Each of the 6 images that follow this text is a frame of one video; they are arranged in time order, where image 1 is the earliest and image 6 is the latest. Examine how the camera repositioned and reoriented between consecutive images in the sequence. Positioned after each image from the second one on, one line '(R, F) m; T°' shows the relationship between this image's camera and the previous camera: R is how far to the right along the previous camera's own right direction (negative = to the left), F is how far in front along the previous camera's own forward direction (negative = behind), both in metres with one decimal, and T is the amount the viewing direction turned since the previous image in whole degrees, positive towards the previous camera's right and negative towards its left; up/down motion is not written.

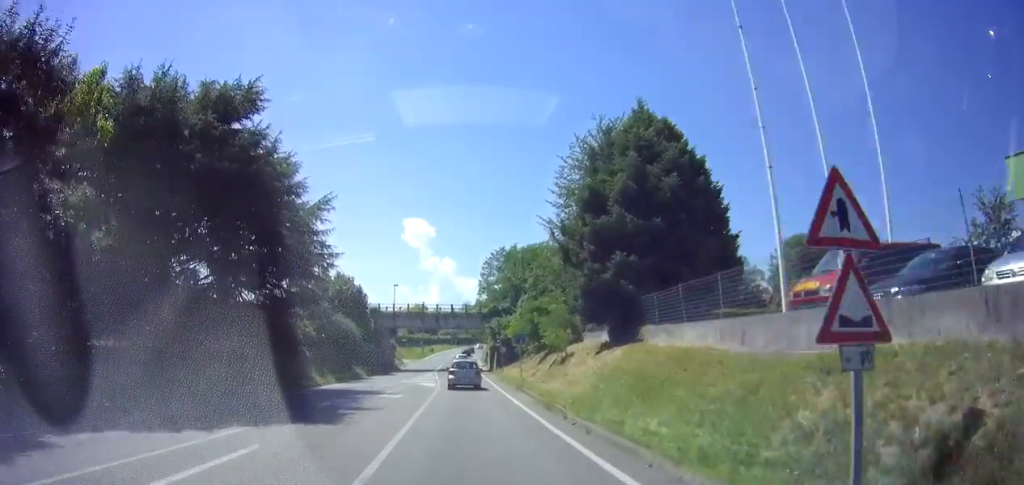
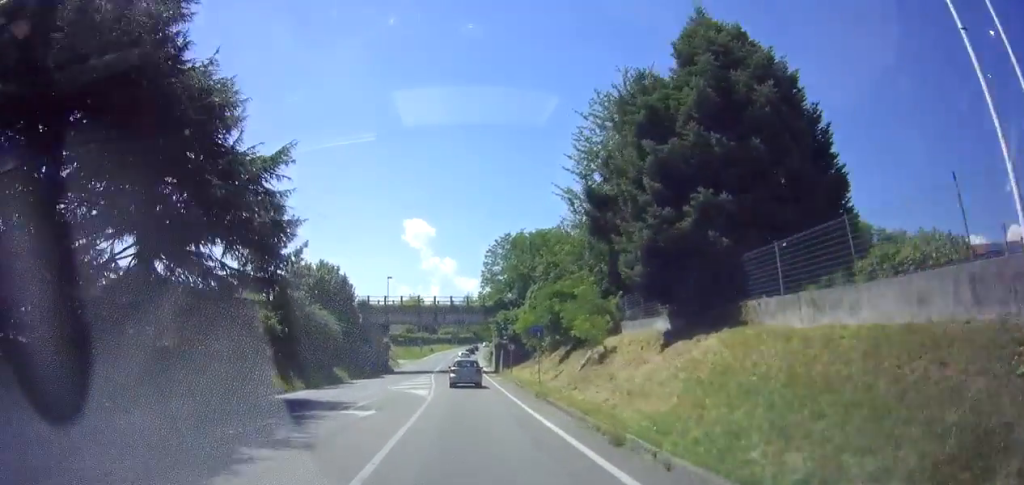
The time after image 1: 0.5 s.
(0.0, +6.8) m; 0°
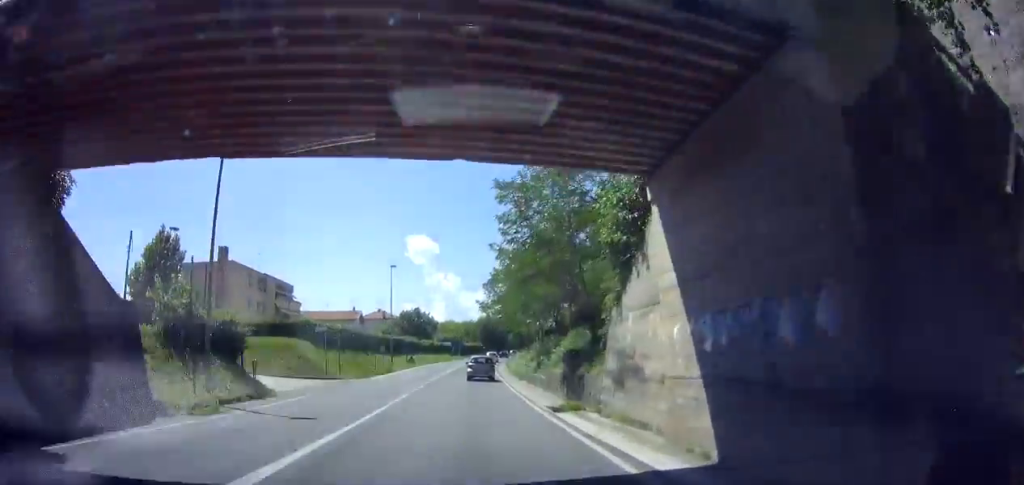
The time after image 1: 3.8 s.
(-0.3, +44.8) m; +1°
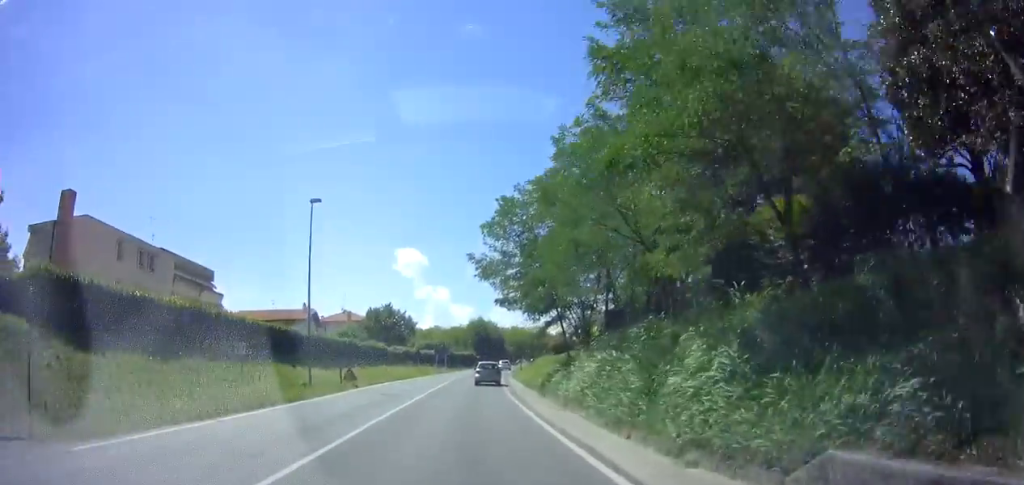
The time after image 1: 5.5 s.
(+0.3, +26.3) m; 0°
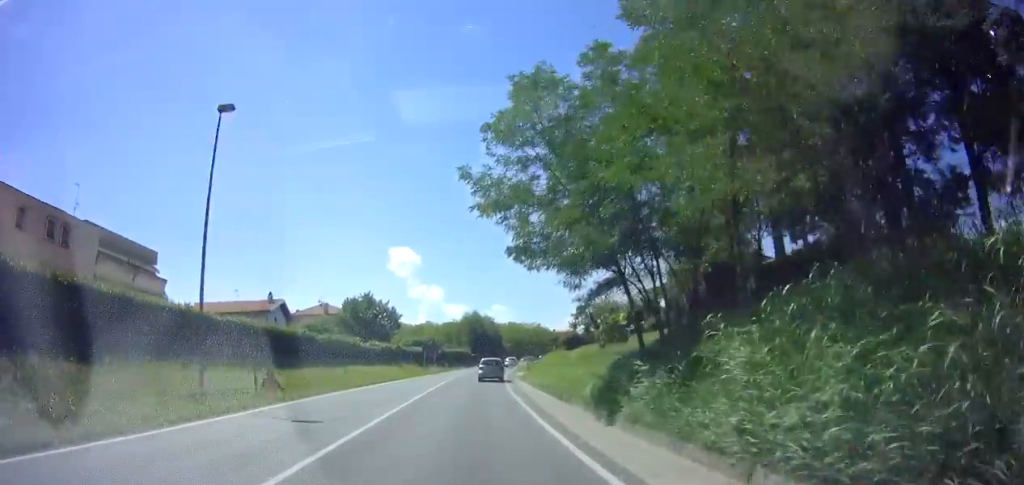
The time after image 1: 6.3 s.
(-0.2, +11.5) m; 0°
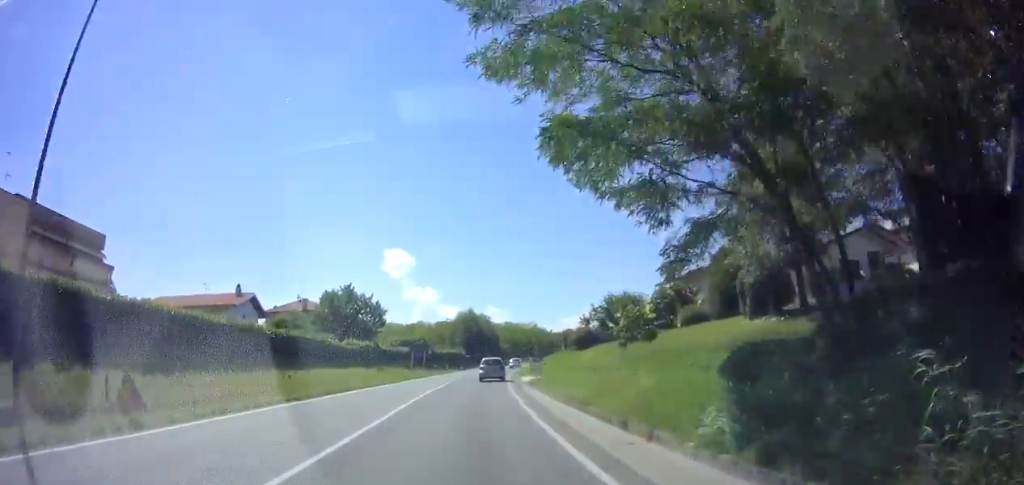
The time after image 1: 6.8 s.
(-0.1, +8.0) m; +1°
